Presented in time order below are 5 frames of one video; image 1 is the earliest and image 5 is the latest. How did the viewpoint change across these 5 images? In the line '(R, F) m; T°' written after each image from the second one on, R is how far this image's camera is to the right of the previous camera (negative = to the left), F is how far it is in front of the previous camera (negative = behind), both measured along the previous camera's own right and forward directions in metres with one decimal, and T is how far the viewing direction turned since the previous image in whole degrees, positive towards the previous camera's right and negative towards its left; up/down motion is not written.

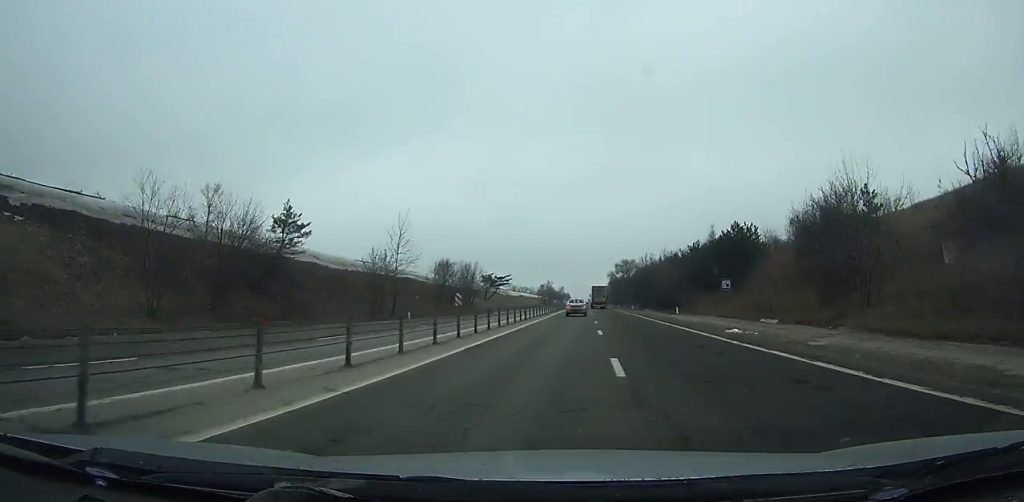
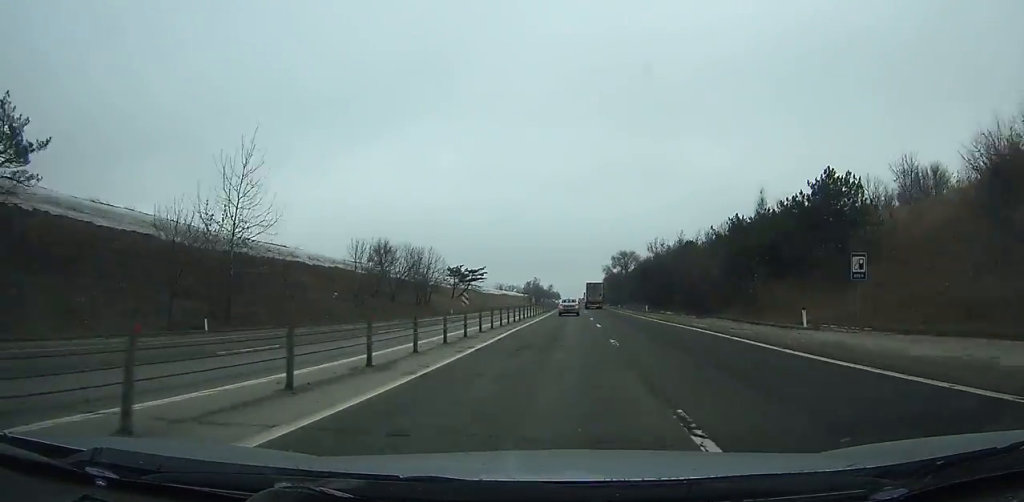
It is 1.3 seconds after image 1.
(-0.1, +30.3) m; 0°
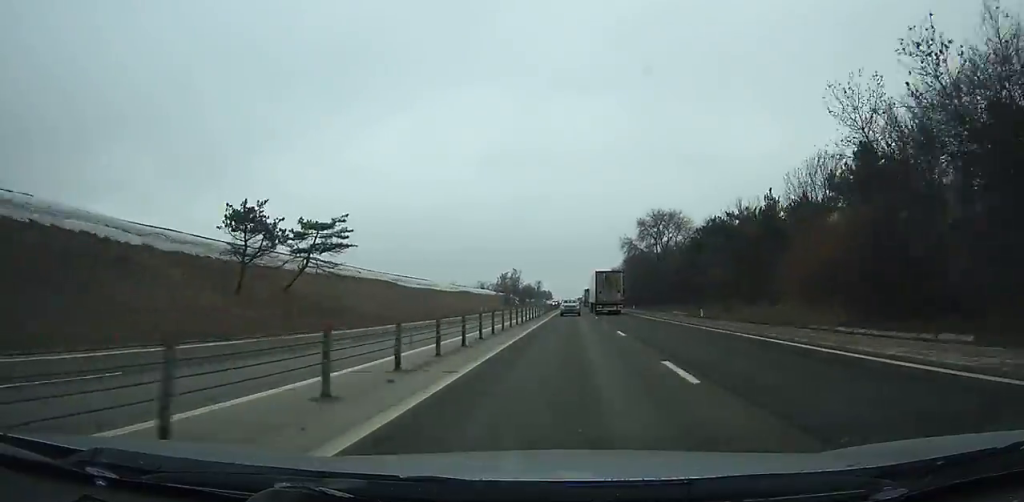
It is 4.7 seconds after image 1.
(+0.8, +80.5) m; +1°
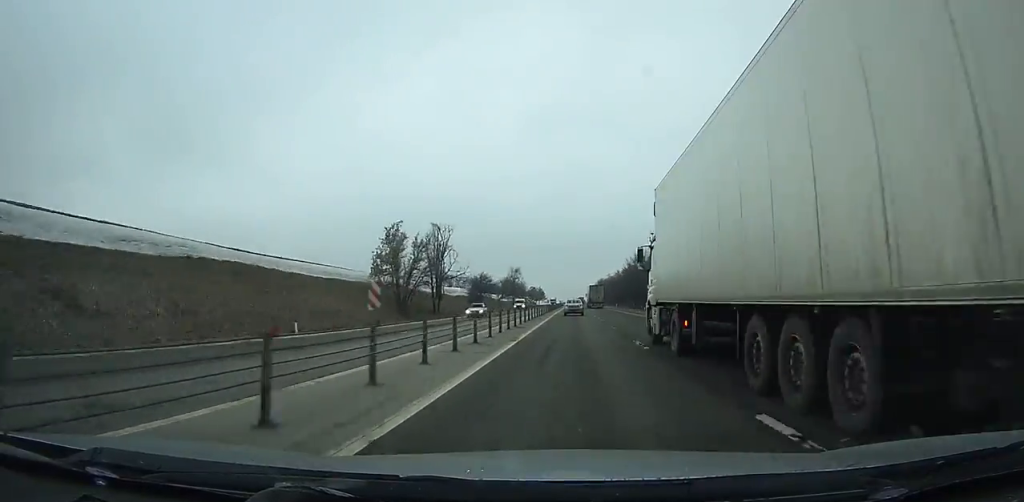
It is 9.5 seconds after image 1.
(+0.5, +116.9) m; 0°
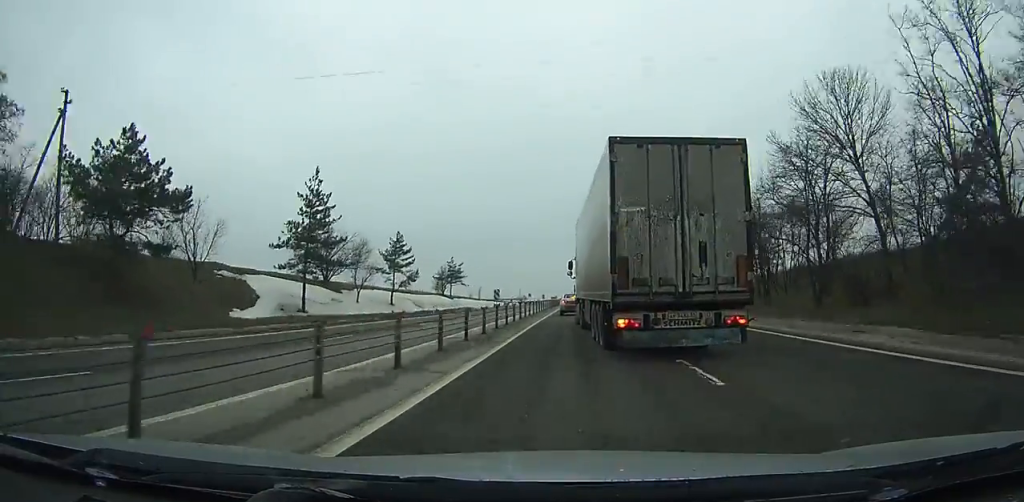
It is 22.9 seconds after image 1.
(-0.8, +297.3) m; -1°
